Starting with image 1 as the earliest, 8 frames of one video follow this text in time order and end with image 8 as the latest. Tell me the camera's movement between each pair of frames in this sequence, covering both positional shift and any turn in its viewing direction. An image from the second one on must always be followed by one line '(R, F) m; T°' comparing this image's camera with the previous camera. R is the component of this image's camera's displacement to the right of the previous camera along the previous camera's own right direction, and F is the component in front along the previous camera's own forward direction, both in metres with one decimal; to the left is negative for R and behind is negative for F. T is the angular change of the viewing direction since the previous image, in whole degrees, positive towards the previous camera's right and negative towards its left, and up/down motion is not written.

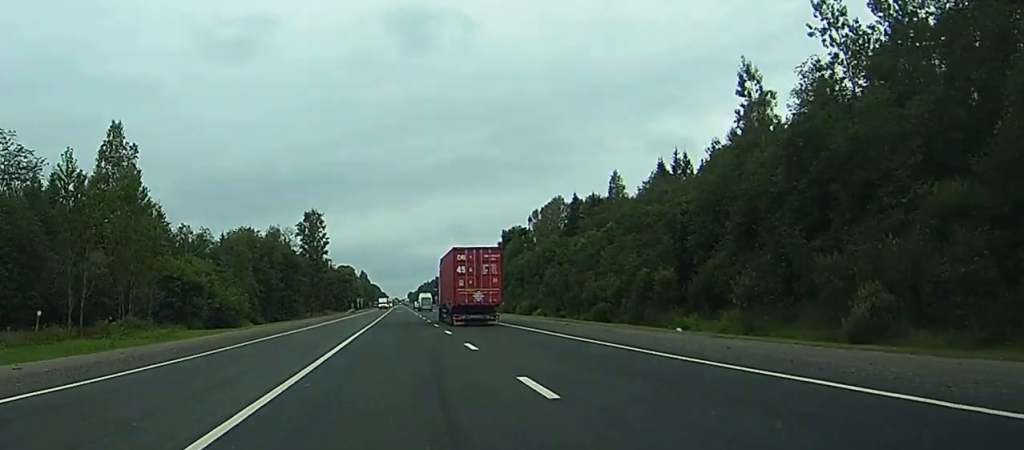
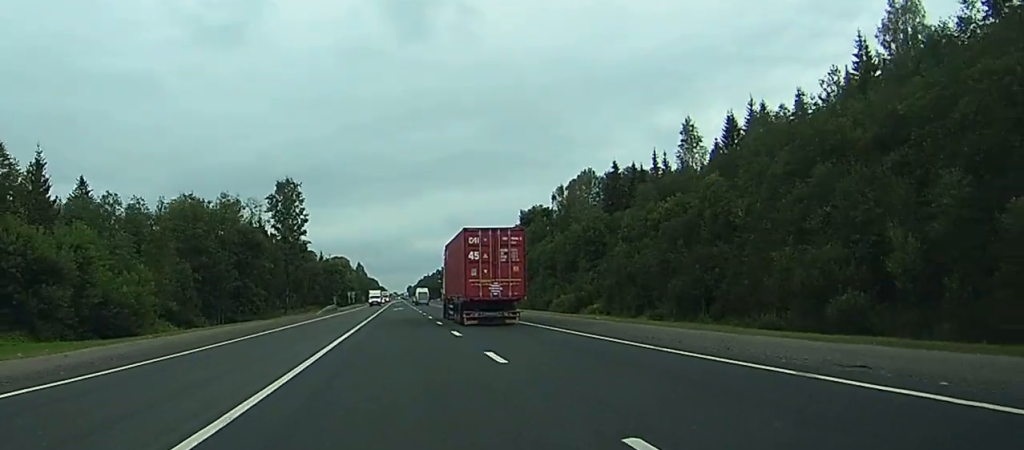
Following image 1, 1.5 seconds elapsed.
(-0.1, +42.1) m; 0°
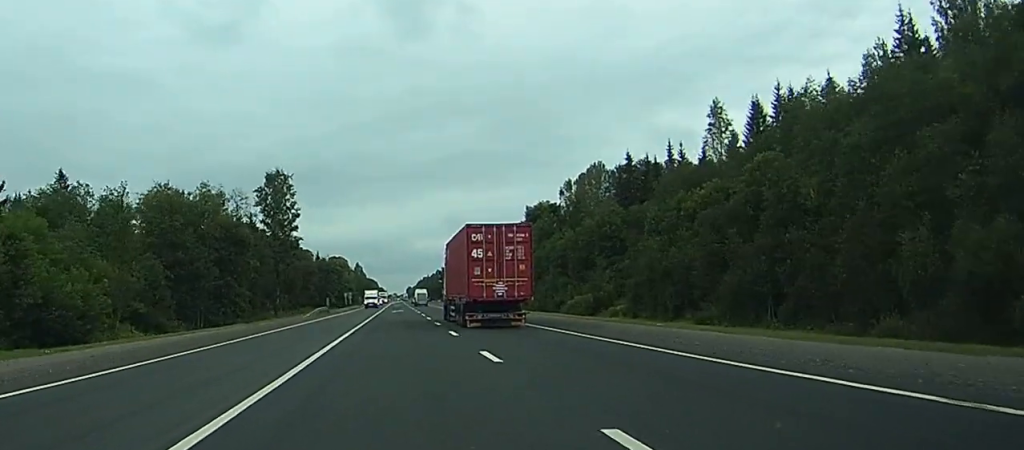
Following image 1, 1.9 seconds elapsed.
(0.0, +11.5) m; 0°
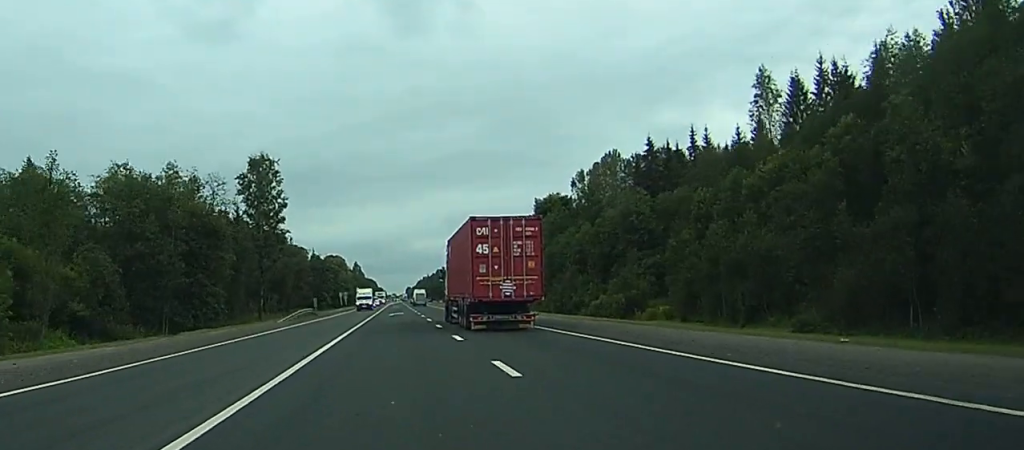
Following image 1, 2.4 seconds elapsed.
(0.0, +15.3) m; 0°
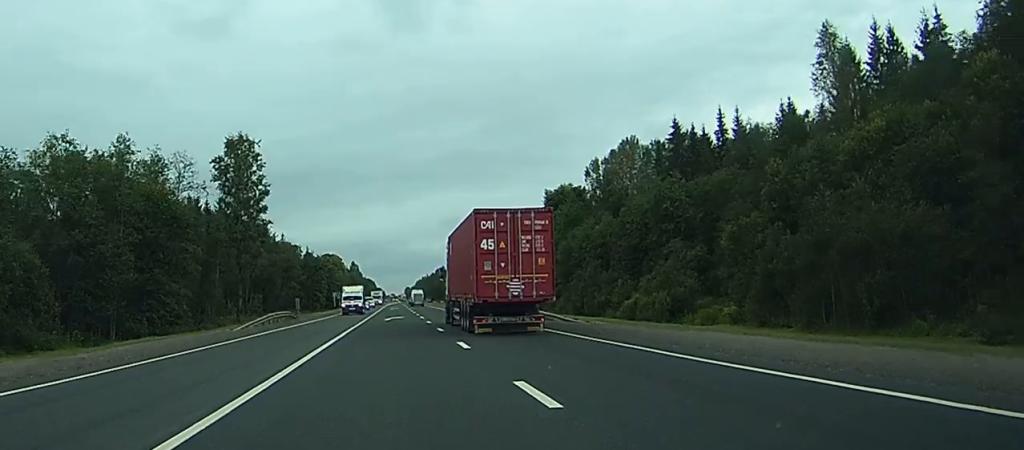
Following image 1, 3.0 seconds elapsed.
(0.0, +16.1) m; 0°
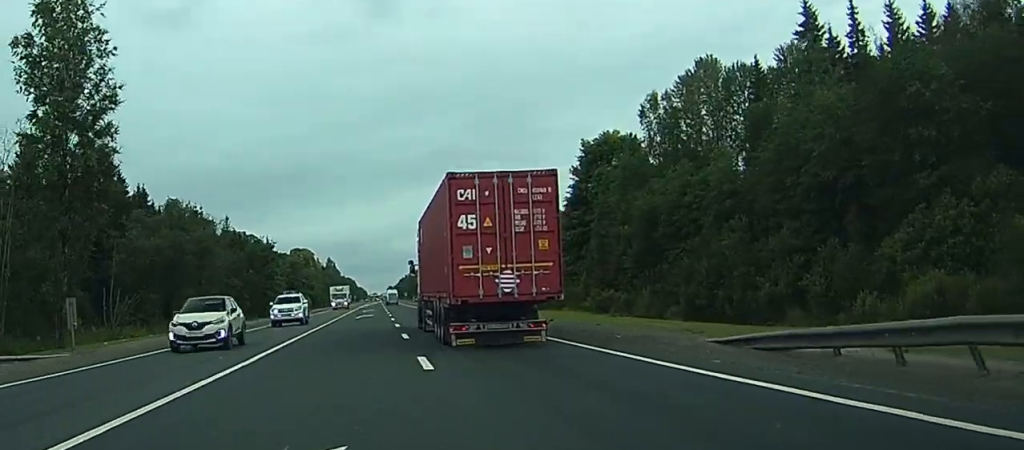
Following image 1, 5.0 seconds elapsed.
(+0.1, +55.2) m; 0°
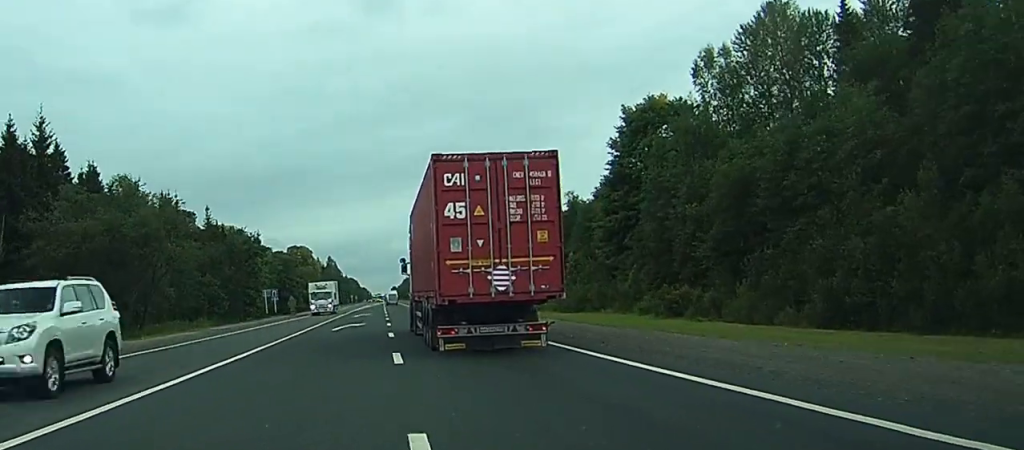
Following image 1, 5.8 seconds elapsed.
(+0.1, +22.9) m; 0°
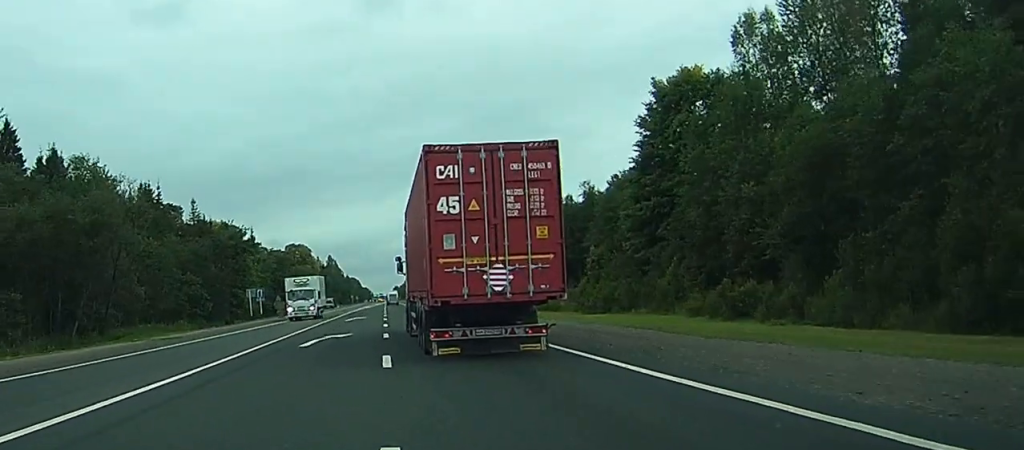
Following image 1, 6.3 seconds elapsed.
(0.0, +13.0) m; 0°
